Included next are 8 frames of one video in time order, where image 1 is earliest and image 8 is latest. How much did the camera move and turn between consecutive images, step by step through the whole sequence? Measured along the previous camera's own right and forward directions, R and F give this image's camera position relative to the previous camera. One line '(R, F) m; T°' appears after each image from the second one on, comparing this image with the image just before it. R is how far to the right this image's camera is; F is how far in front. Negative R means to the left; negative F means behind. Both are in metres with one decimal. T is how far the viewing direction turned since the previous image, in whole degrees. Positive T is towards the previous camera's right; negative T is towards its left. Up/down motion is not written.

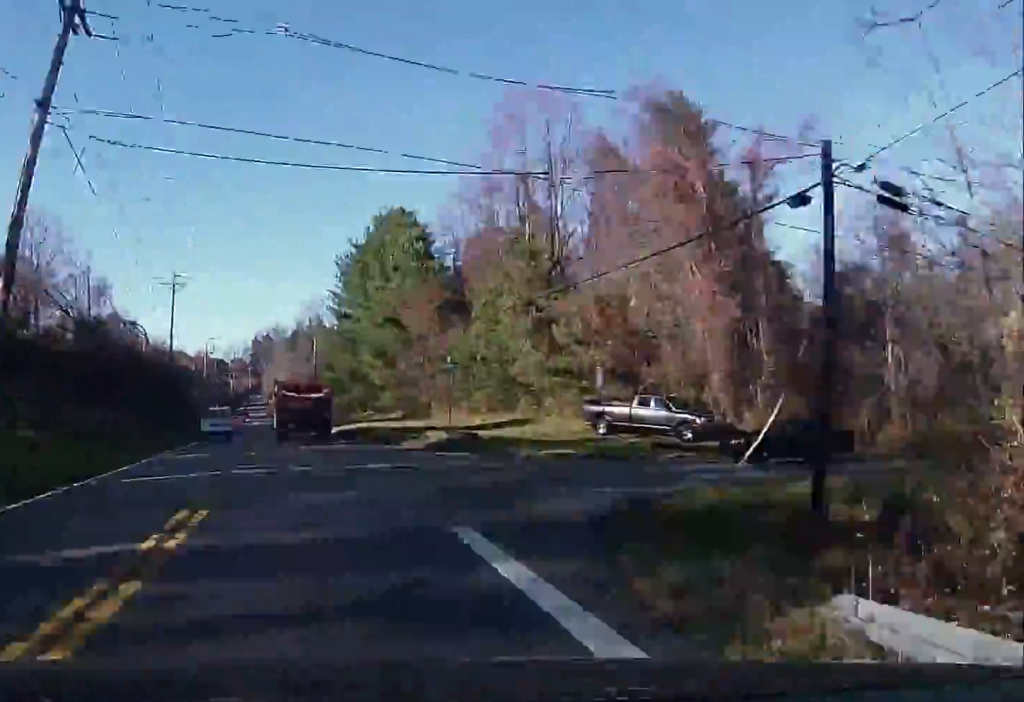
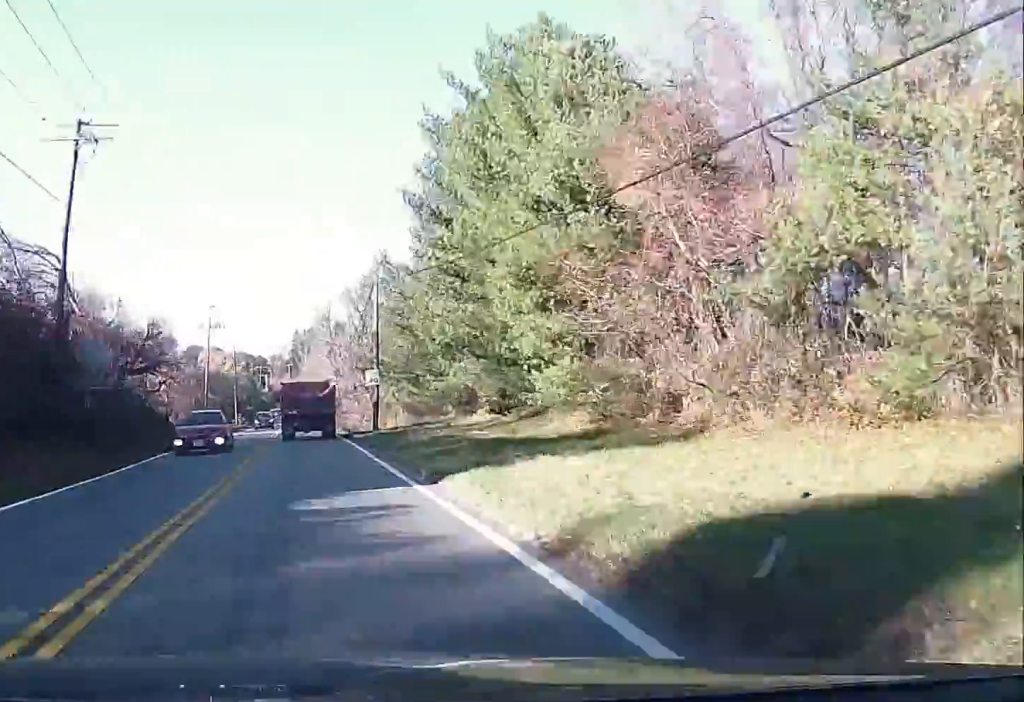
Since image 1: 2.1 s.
(+1.1, +41.8) m; -1°
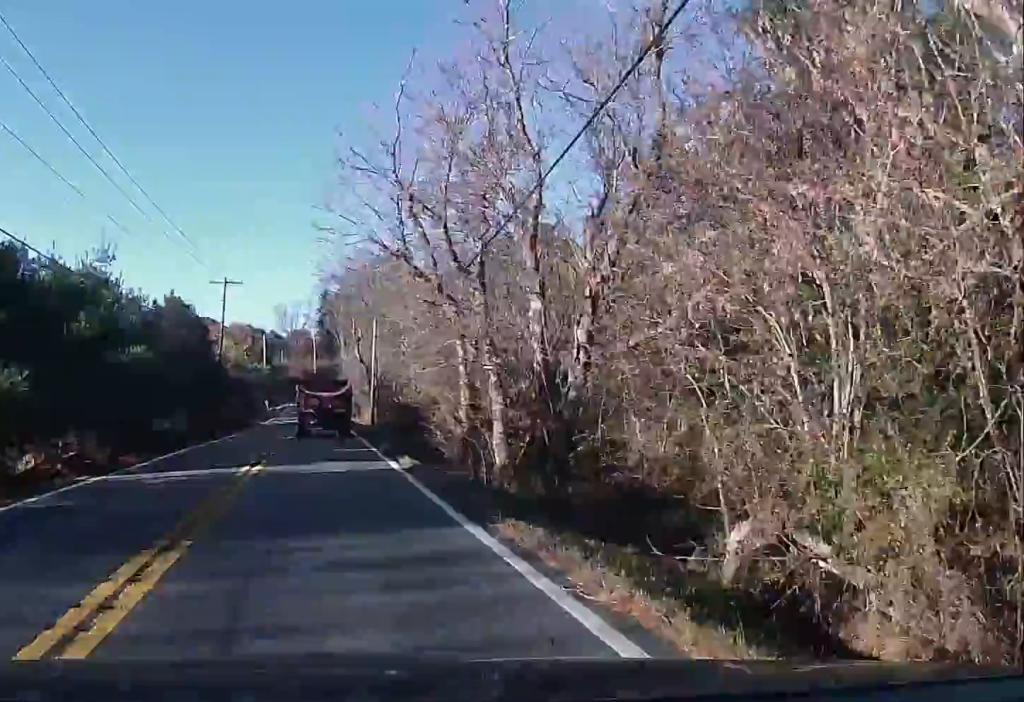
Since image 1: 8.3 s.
(-4.9, +122.2) m; -3°
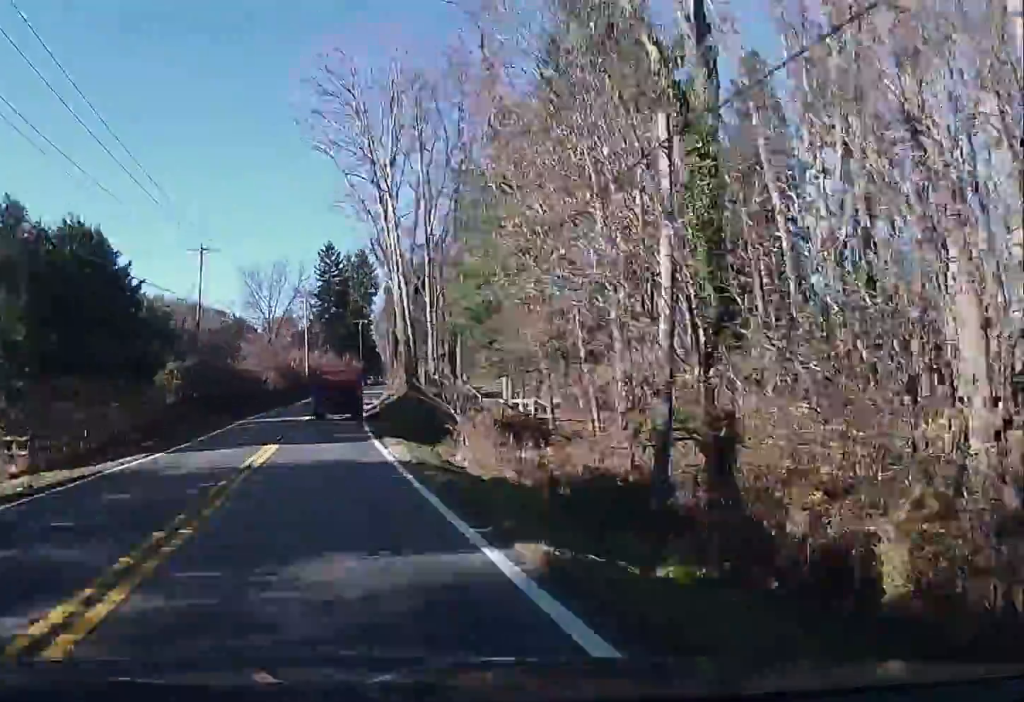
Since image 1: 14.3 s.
(-1.4, +118.0) m; +1°
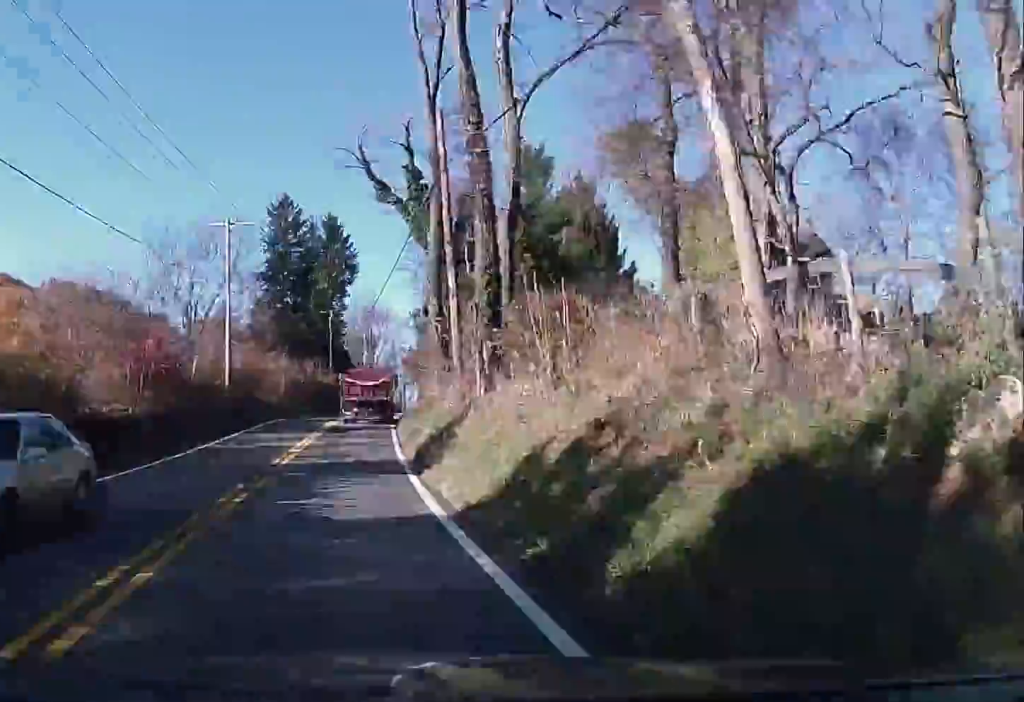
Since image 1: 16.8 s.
(+1.4, +49.0) m; +3°
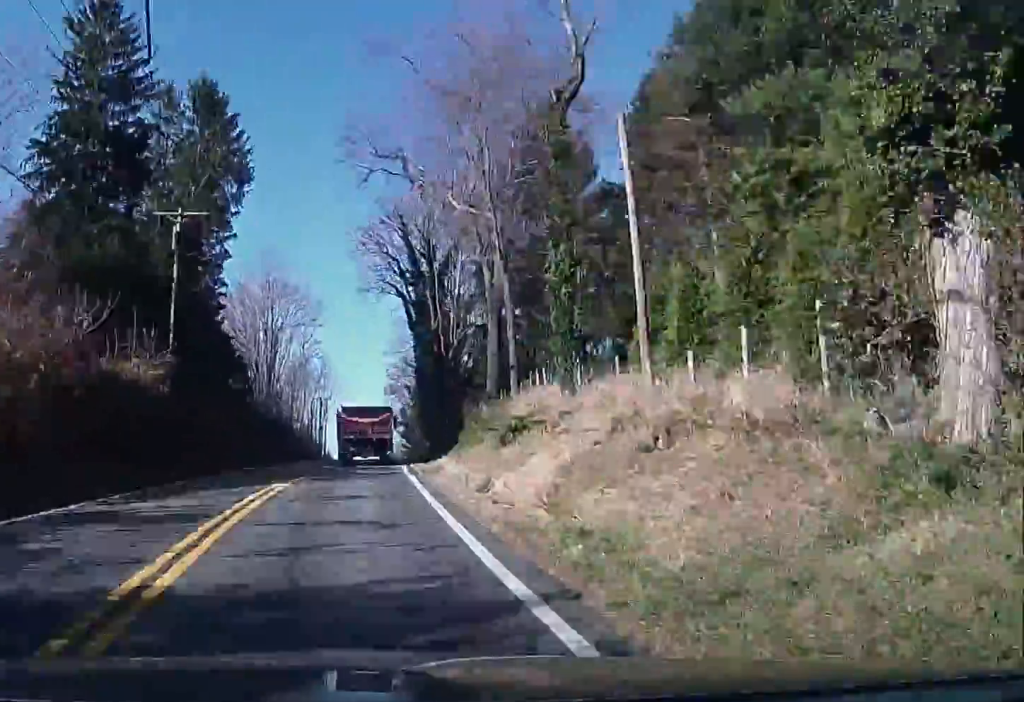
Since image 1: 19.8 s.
(+1.6, +56.3) m; +4°
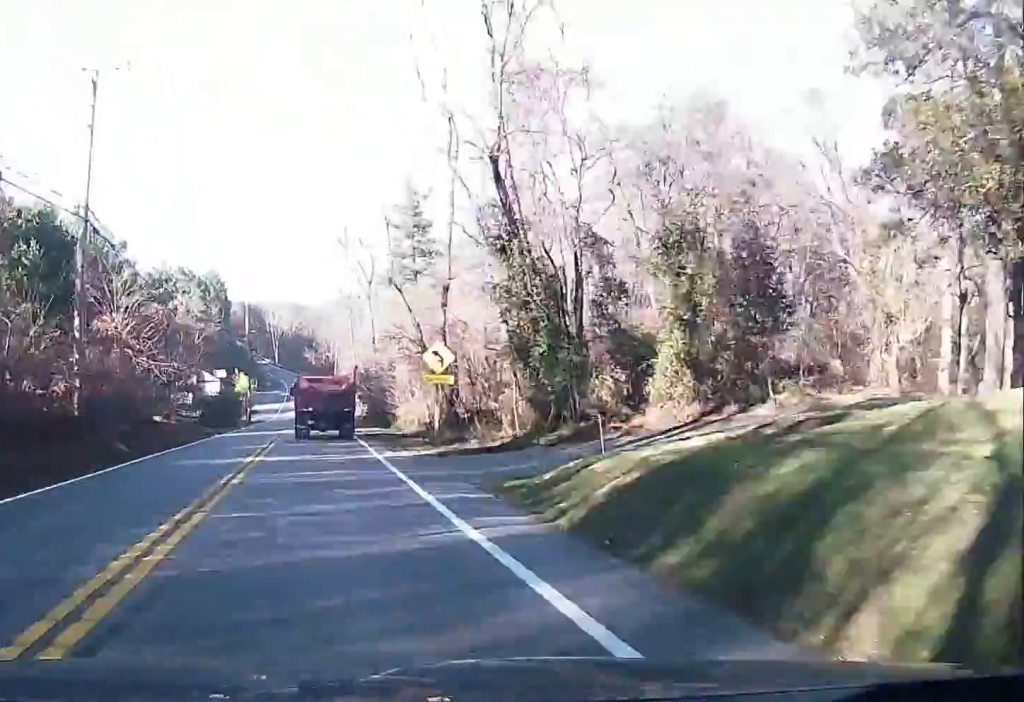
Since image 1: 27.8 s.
(+9.1, +152.0) m; +4°
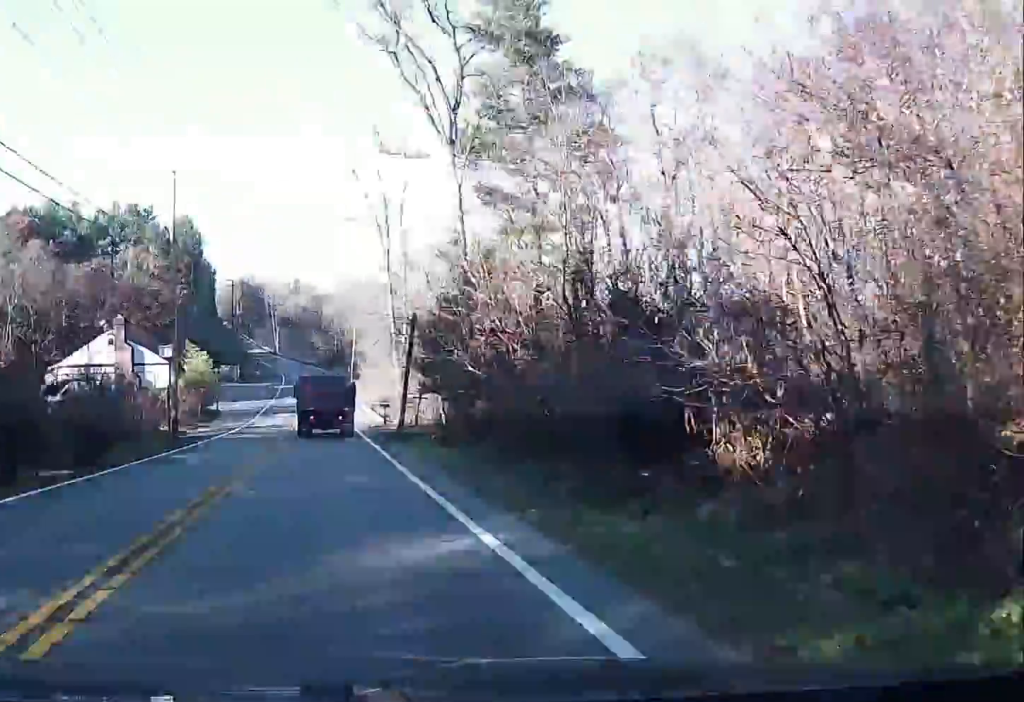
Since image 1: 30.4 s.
(0.0, +50.4) m; 0°
